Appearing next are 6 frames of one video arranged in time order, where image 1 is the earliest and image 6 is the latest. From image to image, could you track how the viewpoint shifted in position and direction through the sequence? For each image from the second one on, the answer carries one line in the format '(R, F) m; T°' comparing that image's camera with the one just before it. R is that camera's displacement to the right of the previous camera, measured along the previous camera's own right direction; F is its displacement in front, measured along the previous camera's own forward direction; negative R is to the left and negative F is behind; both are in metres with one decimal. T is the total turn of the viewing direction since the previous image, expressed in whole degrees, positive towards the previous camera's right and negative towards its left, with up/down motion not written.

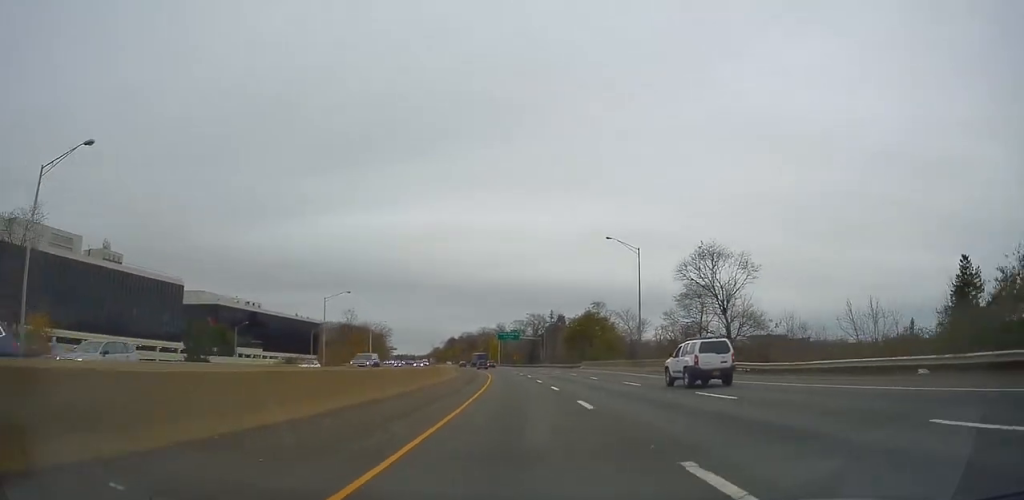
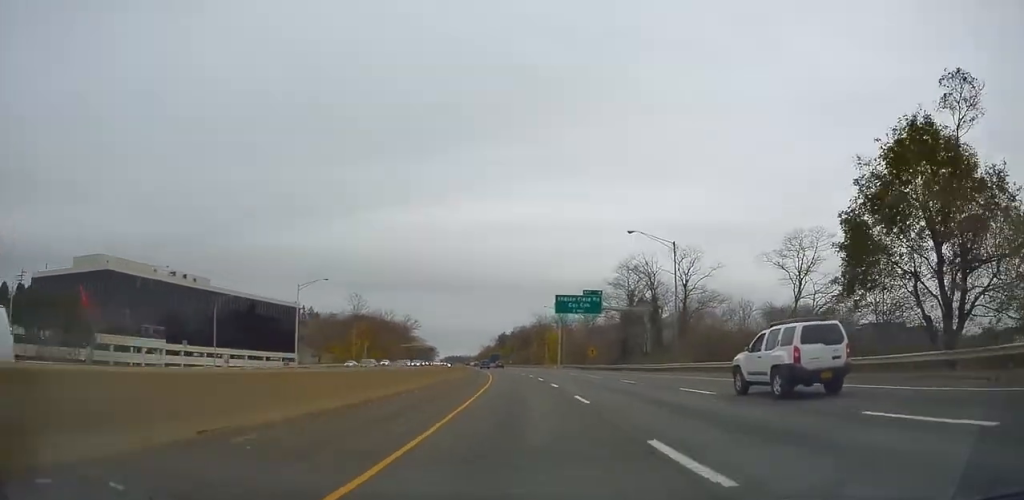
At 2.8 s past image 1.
(-4.4, +84.3) m; -7°
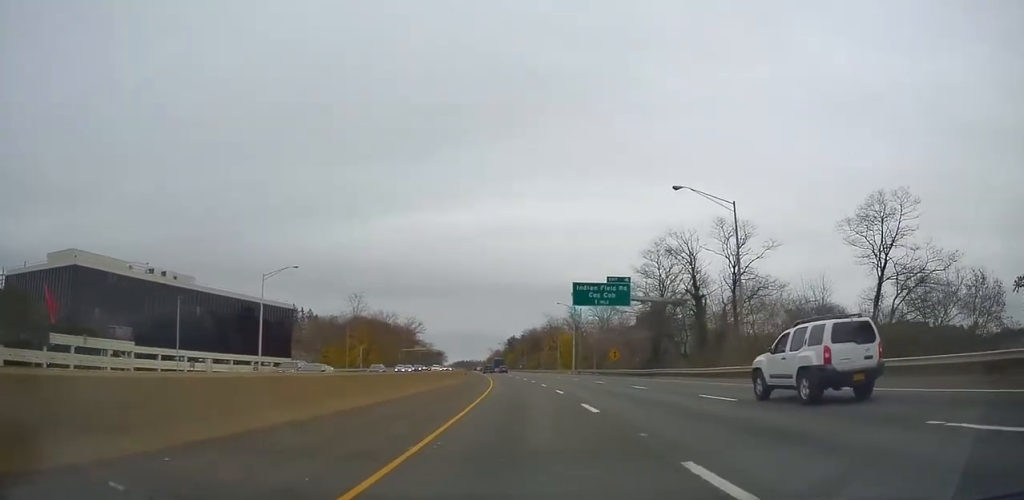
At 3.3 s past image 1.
(-0.5, +14.0) m; -1°
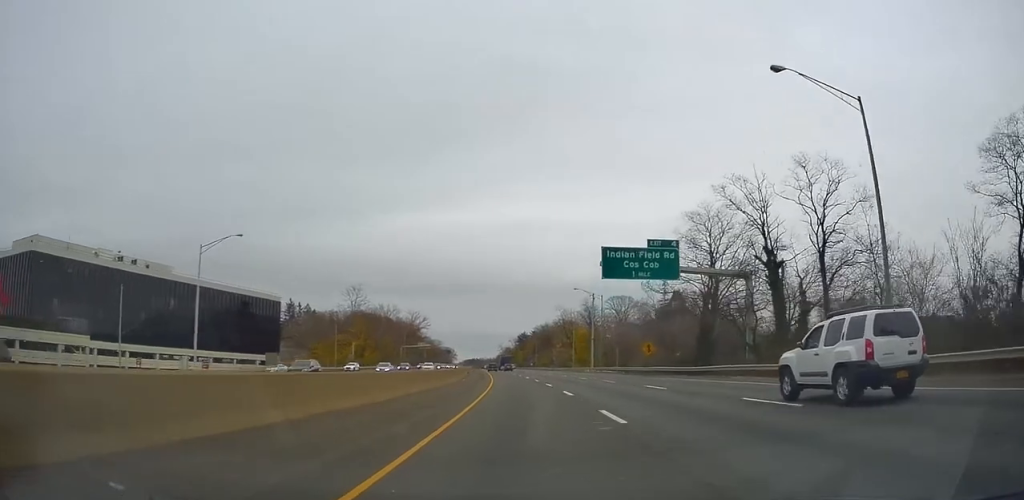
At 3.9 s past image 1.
(0.0, +15.9) m; -1°
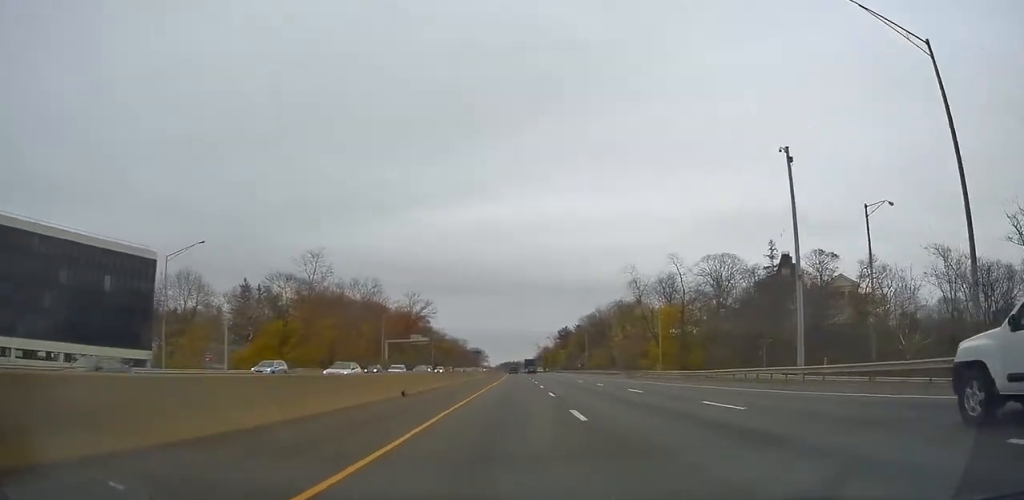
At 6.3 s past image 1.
(-3.0, +70.7) m; -6°
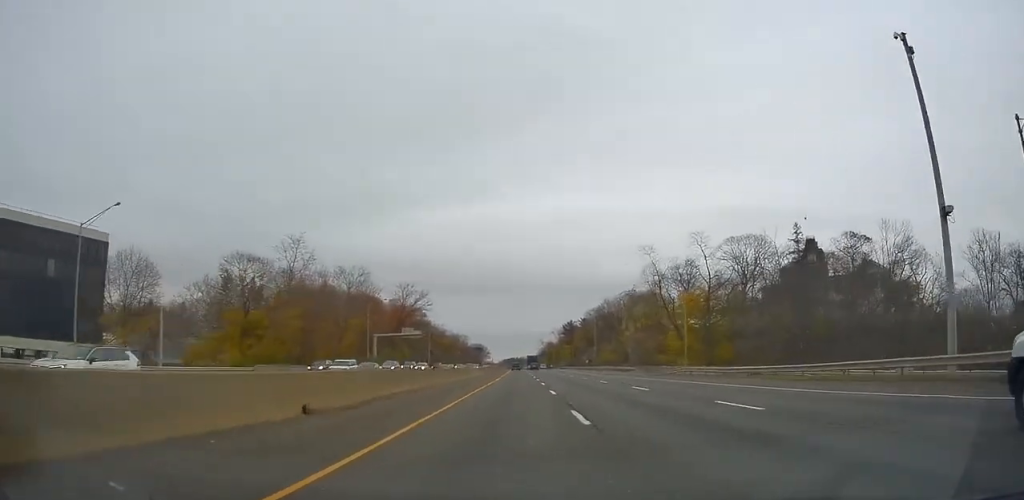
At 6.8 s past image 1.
(-0.2, +13.6) m; -1°
